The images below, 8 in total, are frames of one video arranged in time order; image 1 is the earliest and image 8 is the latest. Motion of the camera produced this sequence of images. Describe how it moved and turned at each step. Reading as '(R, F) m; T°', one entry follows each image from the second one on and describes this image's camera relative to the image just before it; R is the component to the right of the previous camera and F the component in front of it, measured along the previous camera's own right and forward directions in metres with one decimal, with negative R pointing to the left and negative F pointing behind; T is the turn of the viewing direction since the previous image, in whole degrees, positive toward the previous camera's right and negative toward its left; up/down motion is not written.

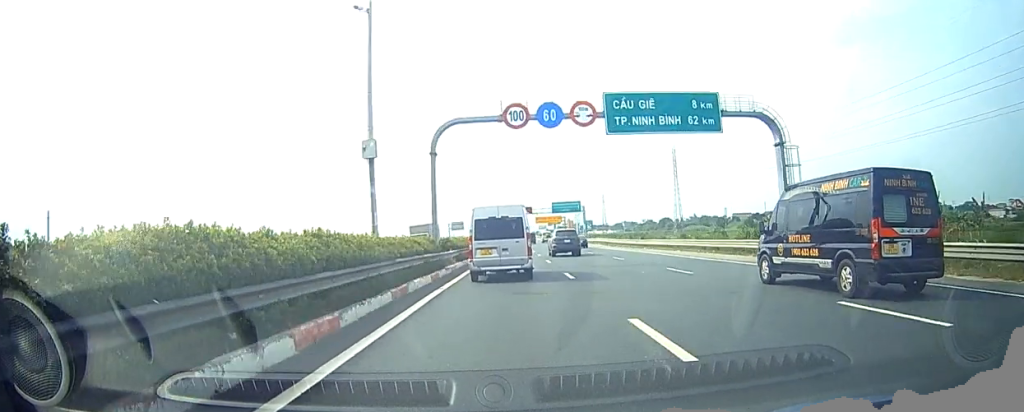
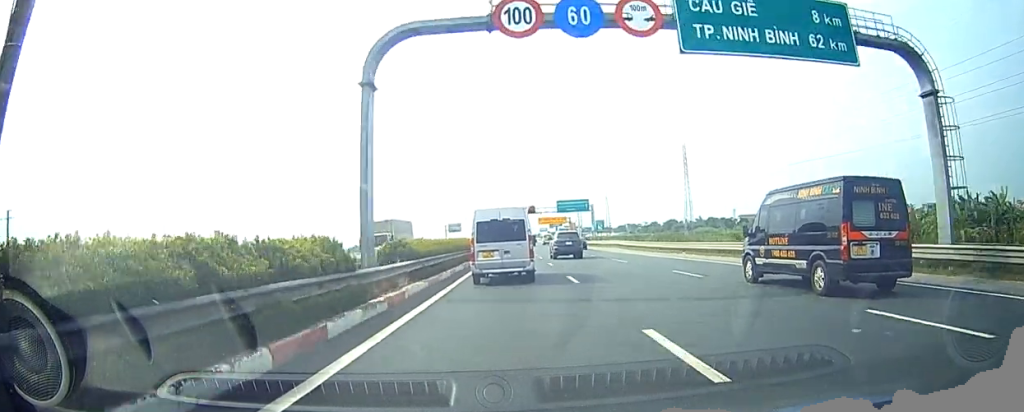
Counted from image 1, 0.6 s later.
(0.0, +12.3) m; 0°
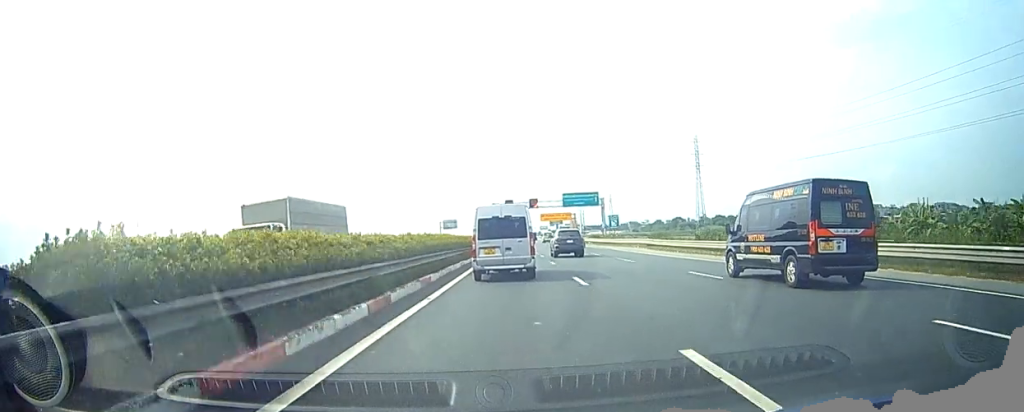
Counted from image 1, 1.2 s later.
(0.0, +12.4) m; 0°
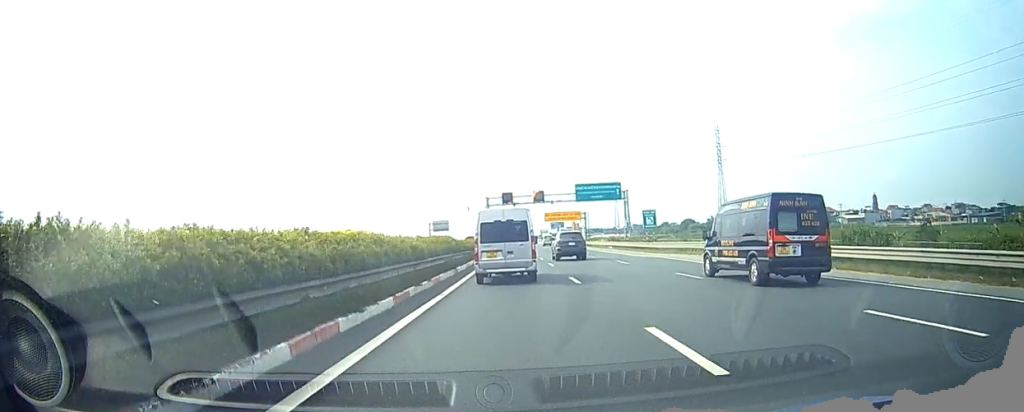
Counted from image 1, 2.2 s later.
(0.0, +20.1) m; 0°
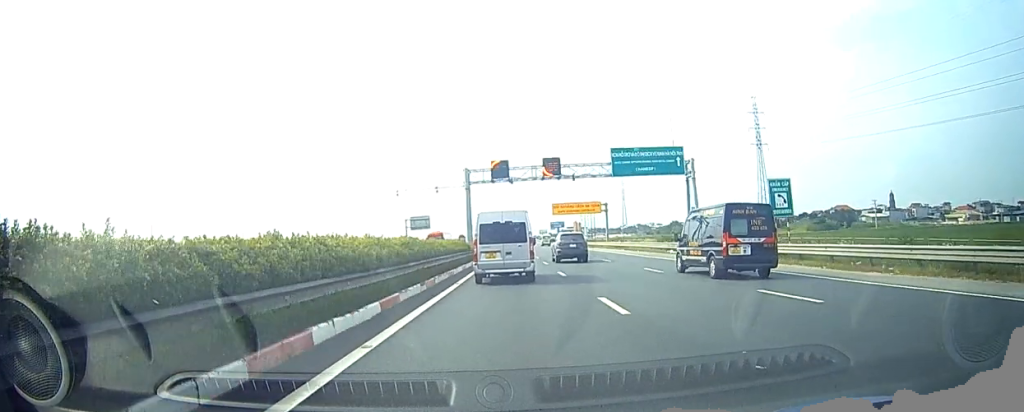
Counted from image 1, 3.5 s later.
(-0.3, +29.0) m; -1°
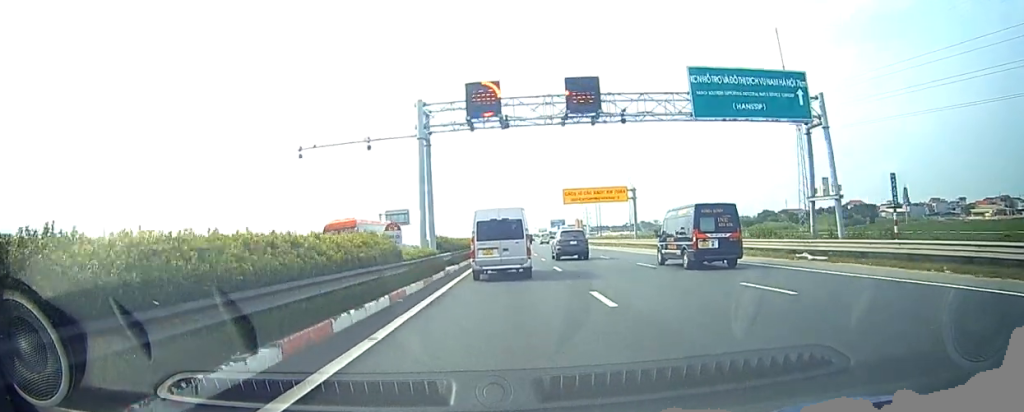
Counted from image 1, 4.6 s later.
(-0.2, +24.5) m; 0°
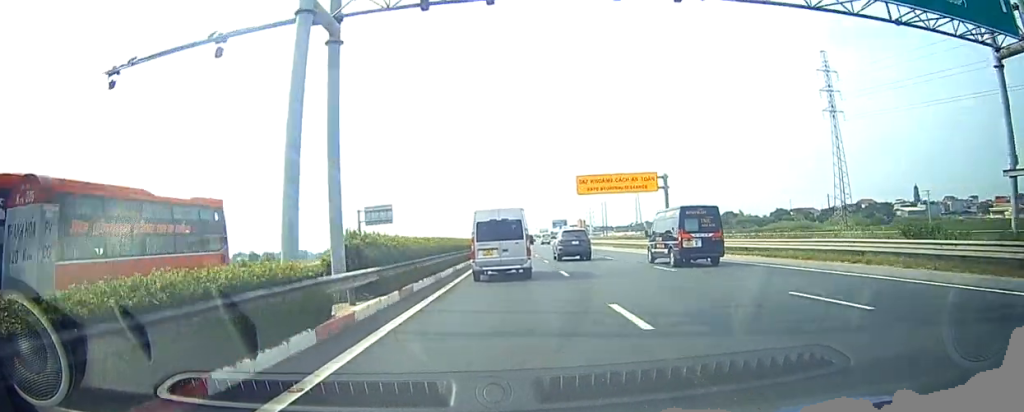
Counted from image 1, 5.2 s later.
(0.0, +15.2) m; 0°
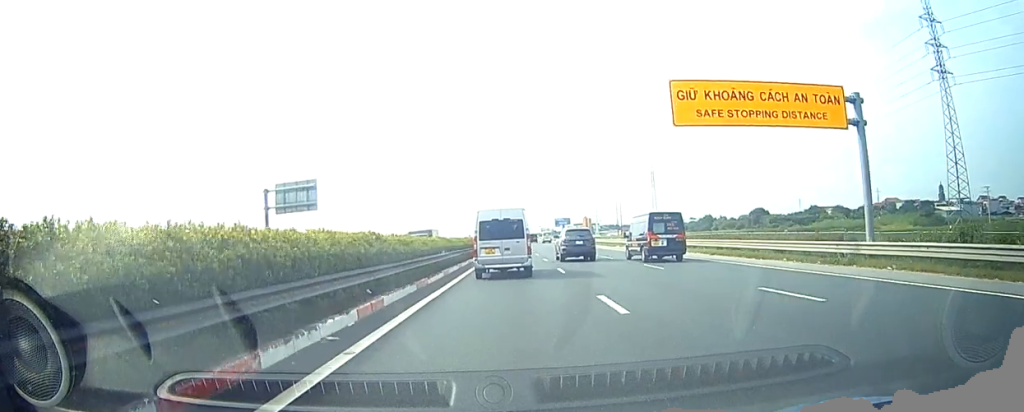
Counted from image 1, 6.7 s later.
(+0.4, +31.4) m; +1°
